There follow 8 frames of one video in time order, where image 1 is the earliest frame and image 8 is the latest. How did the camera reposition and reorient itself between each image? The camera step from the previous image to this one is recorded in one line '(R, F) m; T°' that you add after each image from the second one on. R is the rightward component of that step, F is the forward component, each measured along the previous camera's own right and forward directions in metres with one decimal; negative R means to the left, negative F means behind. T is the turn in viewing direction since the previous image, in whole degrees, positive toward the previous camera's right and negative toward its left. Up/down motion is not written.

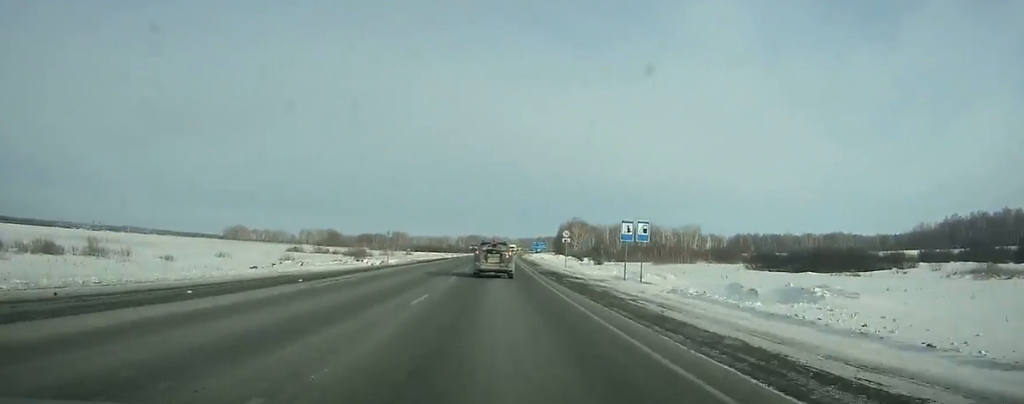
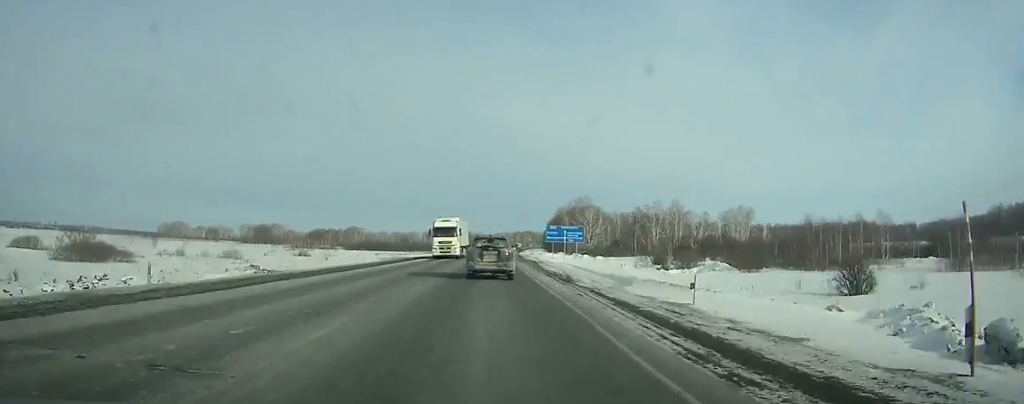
(+1.6, +115.4) m; +2°
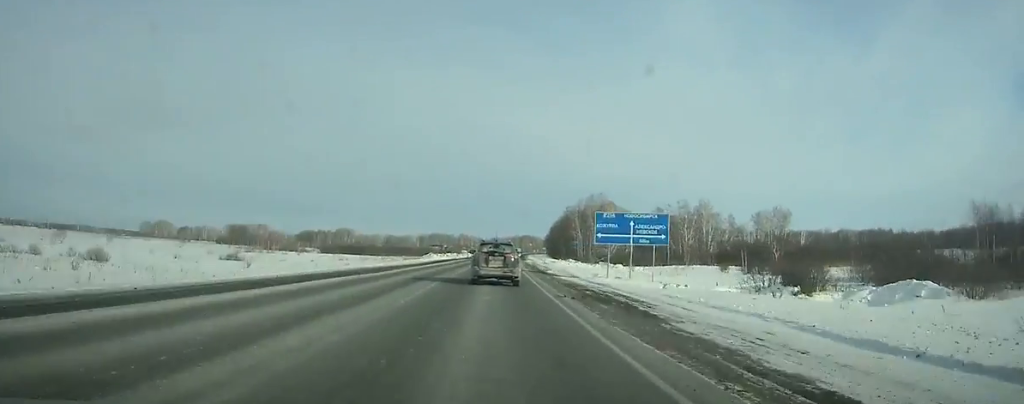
(+0.2, +38.9) m; +1°
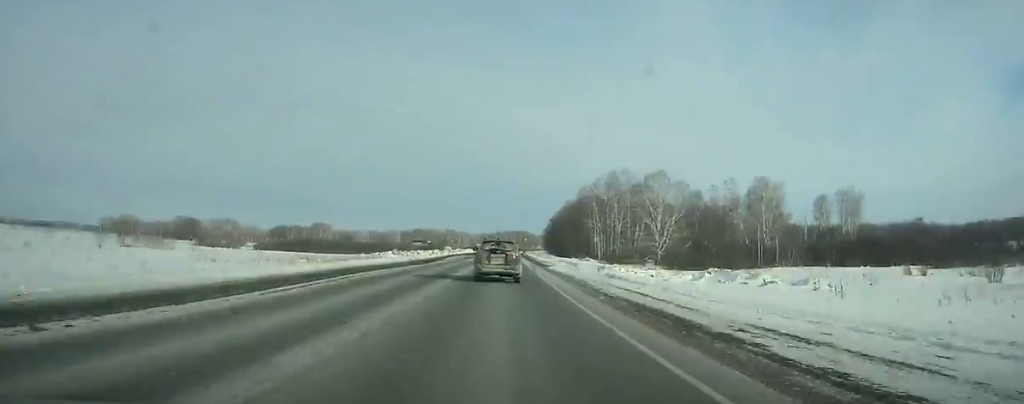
(+0.6, +58.4) m; +1°
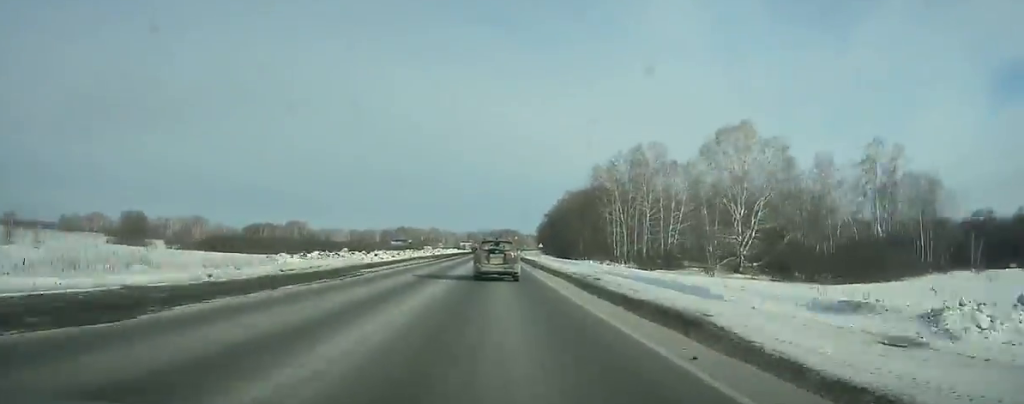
(+0.3, +41.2) m; +1°
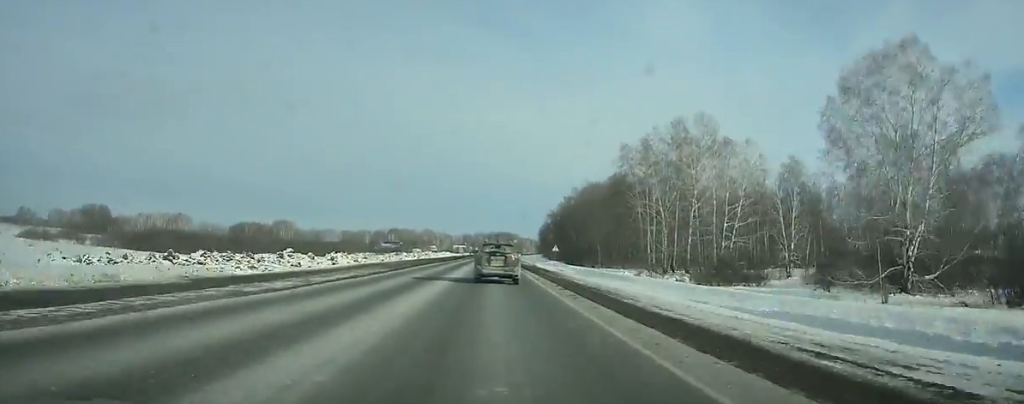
(+0.2, +30.5) m; 0°
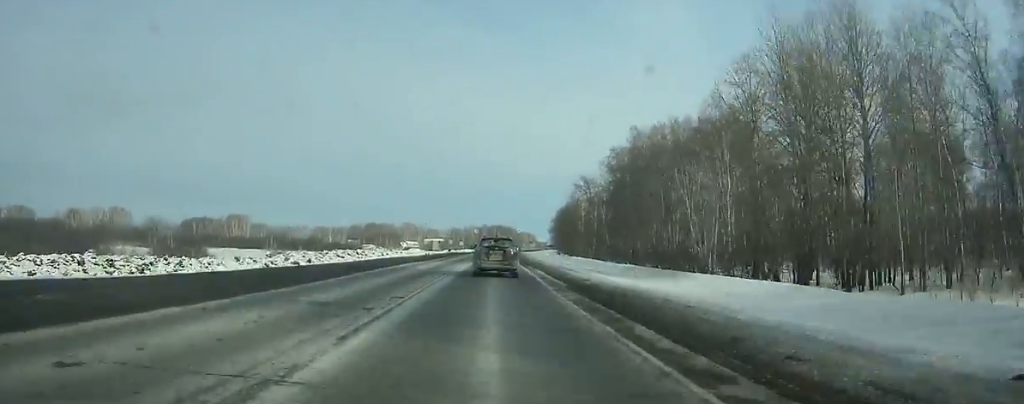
(+0.7, +92.2) m; +1°
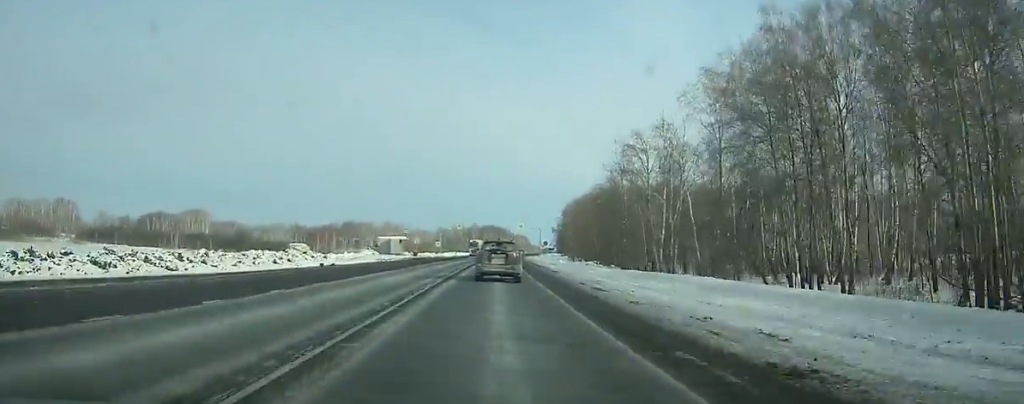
(+0.2, +57.2) m; +1°
